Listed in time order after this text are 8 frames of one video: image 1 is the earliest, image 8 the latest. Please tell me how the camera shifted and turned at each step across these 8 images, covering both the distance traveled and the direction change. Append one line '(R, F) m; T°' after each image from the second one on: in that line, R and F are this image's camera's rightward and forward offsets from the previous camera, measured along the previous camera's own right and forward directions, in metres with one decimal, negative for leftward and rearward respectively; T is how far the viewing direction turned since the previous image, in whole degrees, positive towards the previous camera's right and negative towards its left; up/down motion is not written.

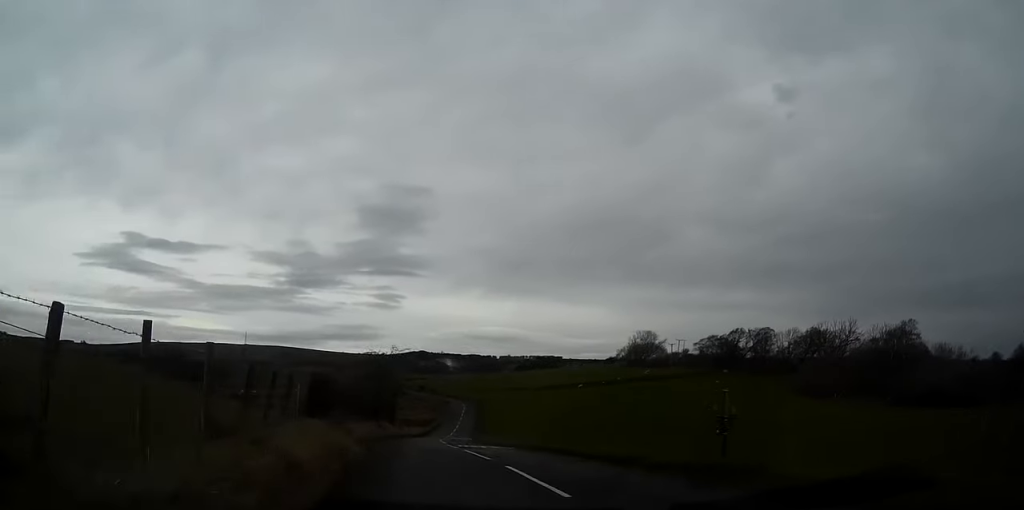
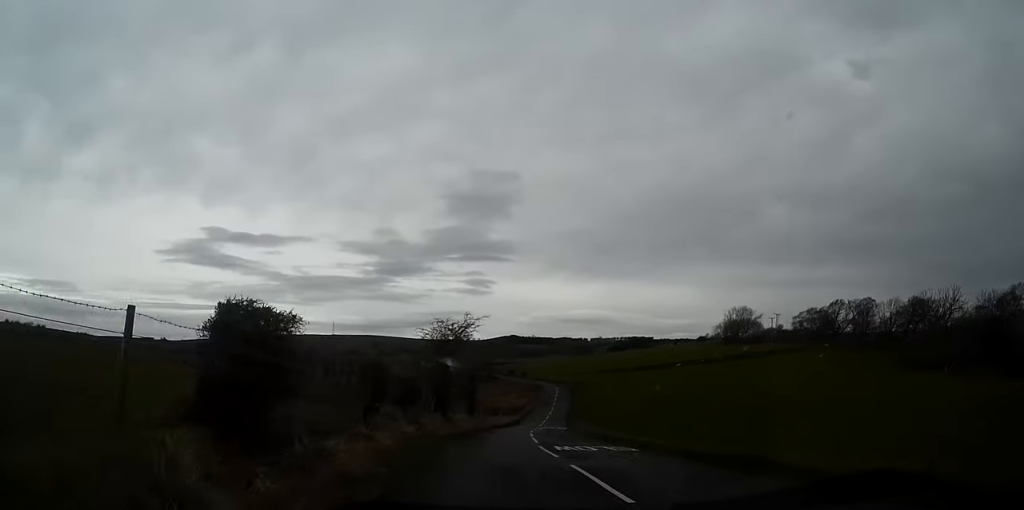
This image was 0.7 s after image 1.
(0.0, +10.0) m; 0°
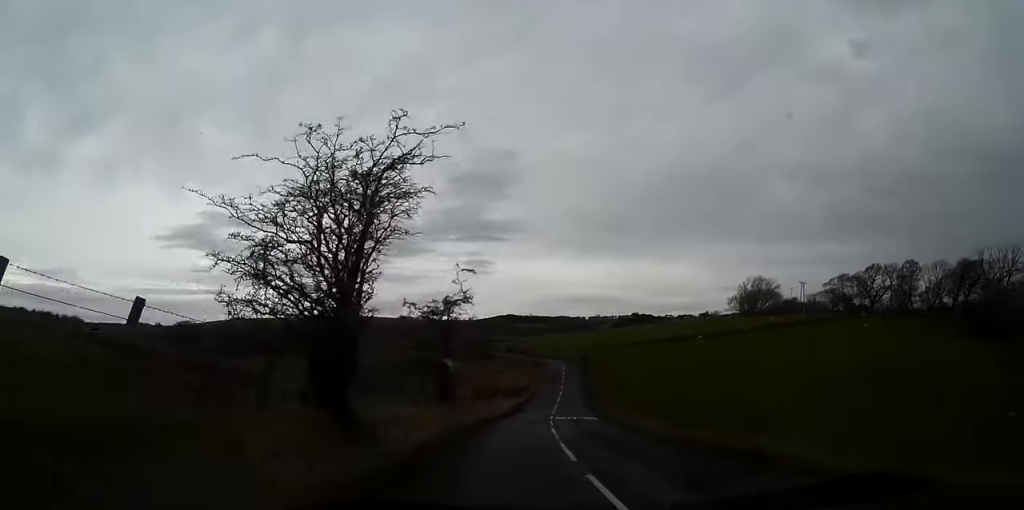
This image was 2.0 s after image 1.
(-0.2, +20.7) m; -2°
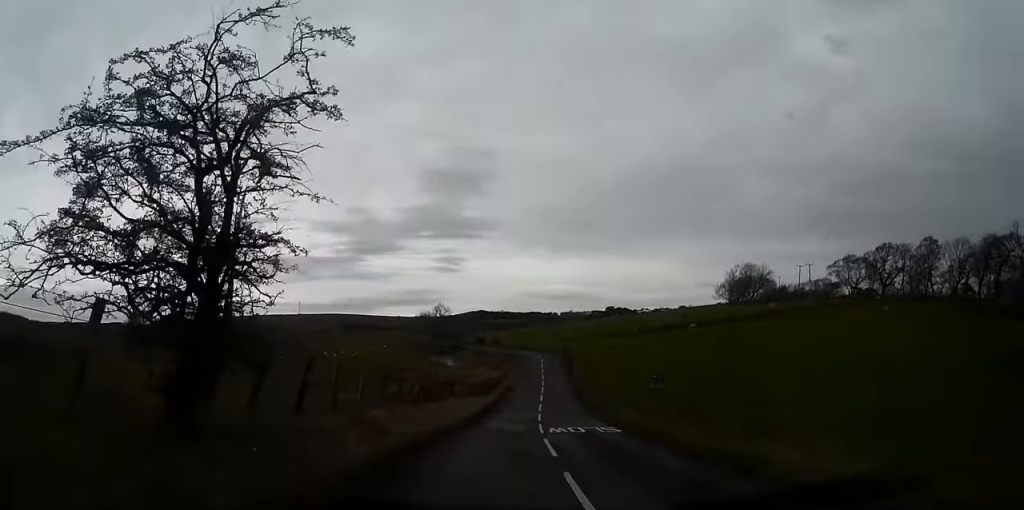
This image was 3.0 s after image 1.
(-0.4, +17.2) m; -1°
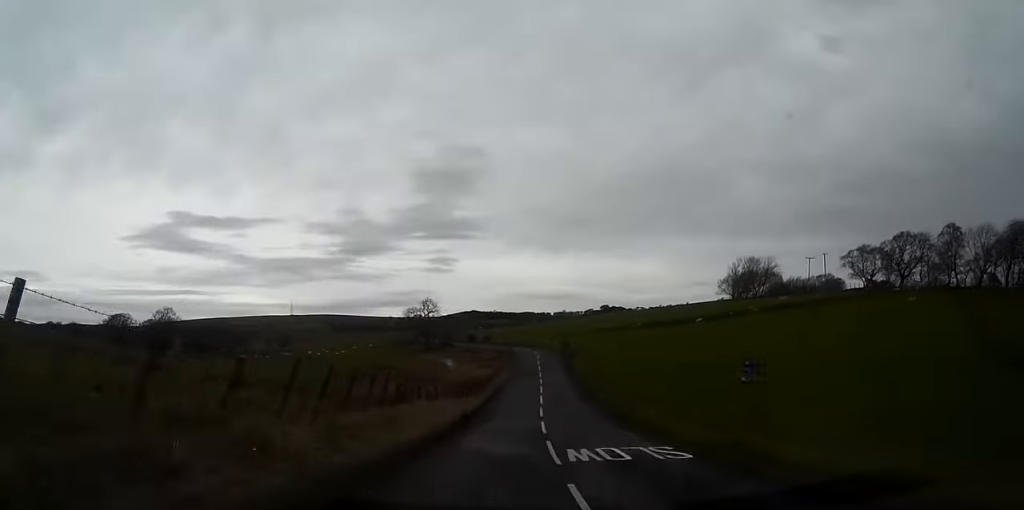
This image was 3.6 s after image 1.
(0.0, +10.4) m; +1°
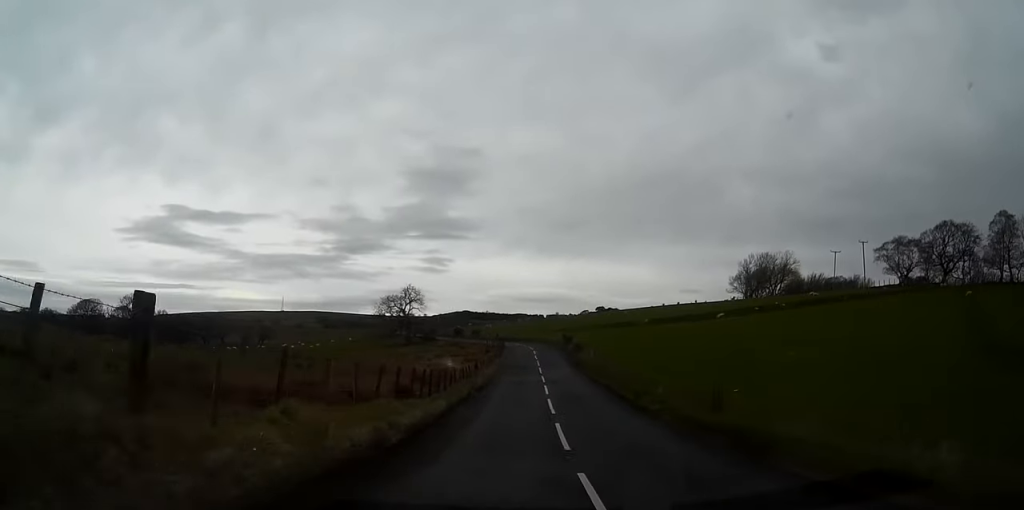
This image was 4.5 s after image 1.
(+0.3, +18.0) m; +1°
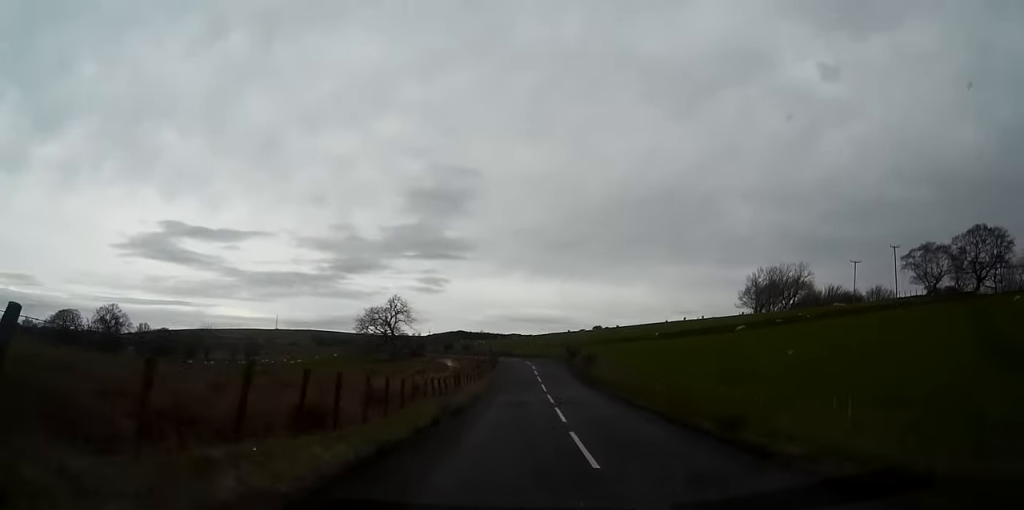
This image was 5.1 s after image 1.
(+0.1, +11.9) m; 0°
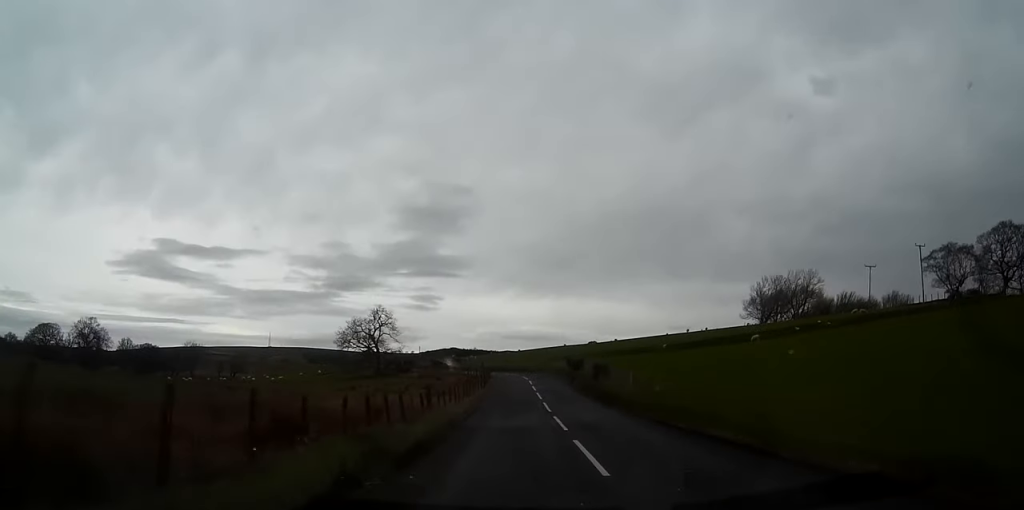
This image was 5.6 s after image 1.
(0.0, +9.4) m; 0°
